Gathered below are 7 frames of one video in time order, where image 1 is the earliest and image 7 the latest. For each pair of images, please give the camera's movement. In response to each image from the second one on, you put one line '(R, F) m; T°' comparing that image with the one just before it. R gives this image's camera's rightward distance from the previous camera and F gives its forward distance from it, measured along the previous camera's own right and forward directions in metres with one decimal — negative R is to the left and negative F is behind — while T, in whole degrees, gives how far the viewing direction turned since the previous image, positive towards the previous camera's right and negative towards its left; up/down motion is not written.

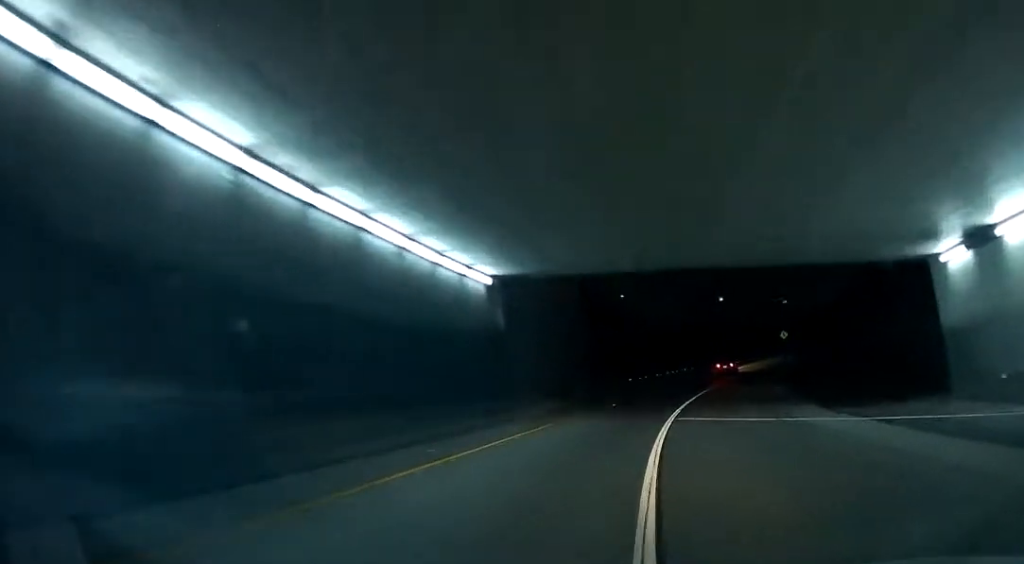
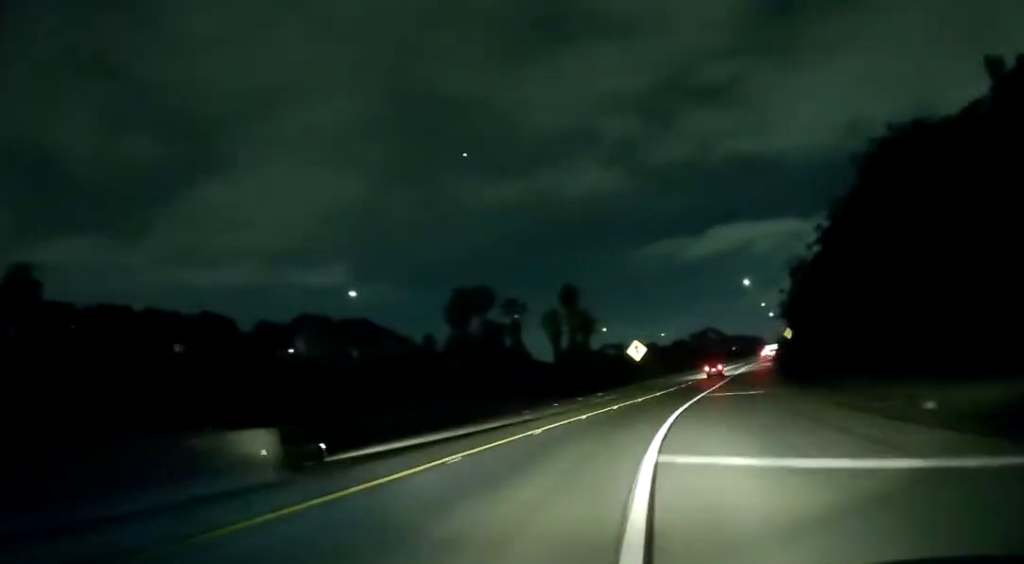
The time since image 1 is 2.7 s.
(+25.2, +67.1) m; +39°
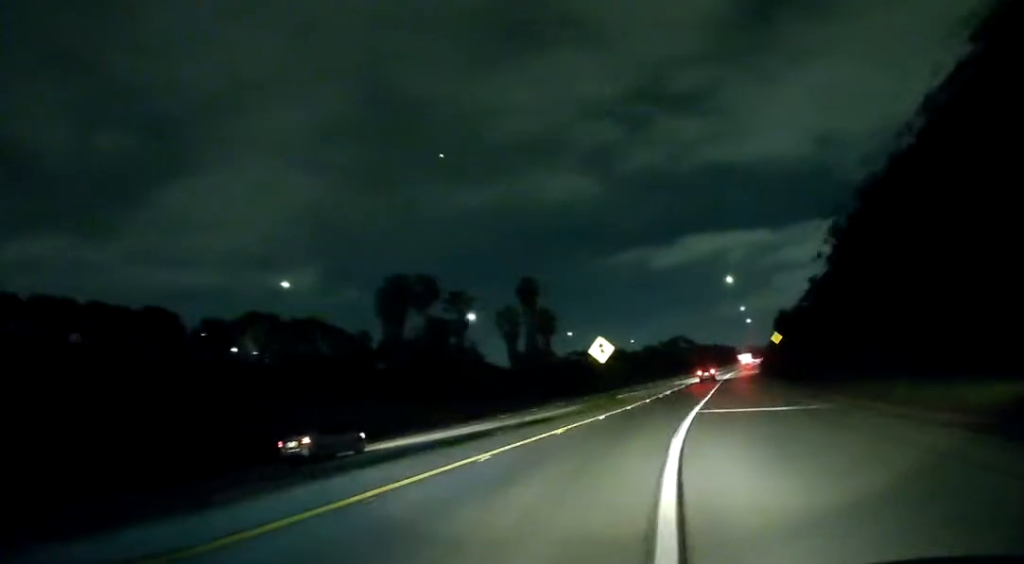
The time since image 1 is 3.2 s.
(+0.6, +15.7) m; +2°
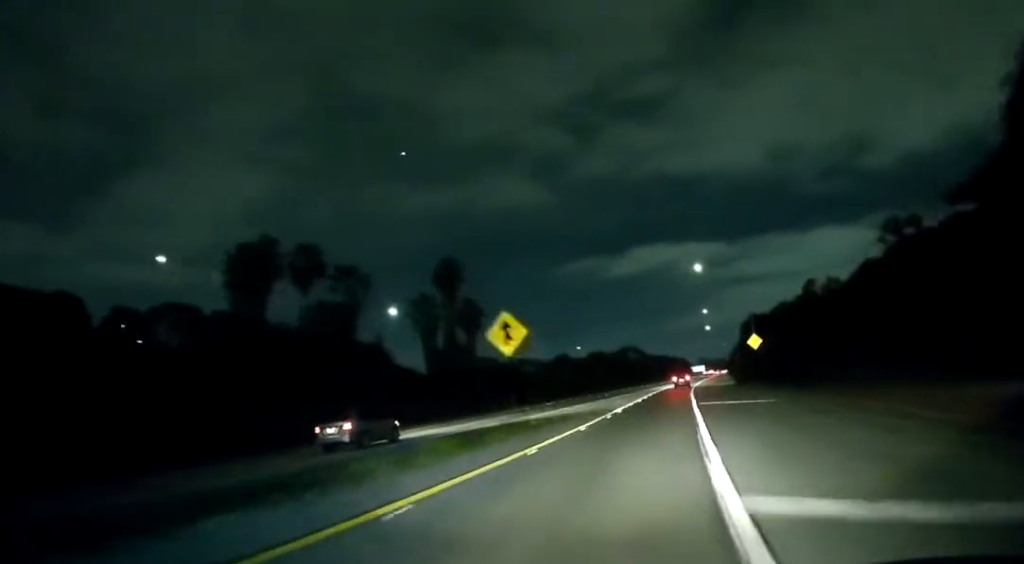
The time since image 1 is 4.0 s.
(+0.1, +21.7) m; 0°
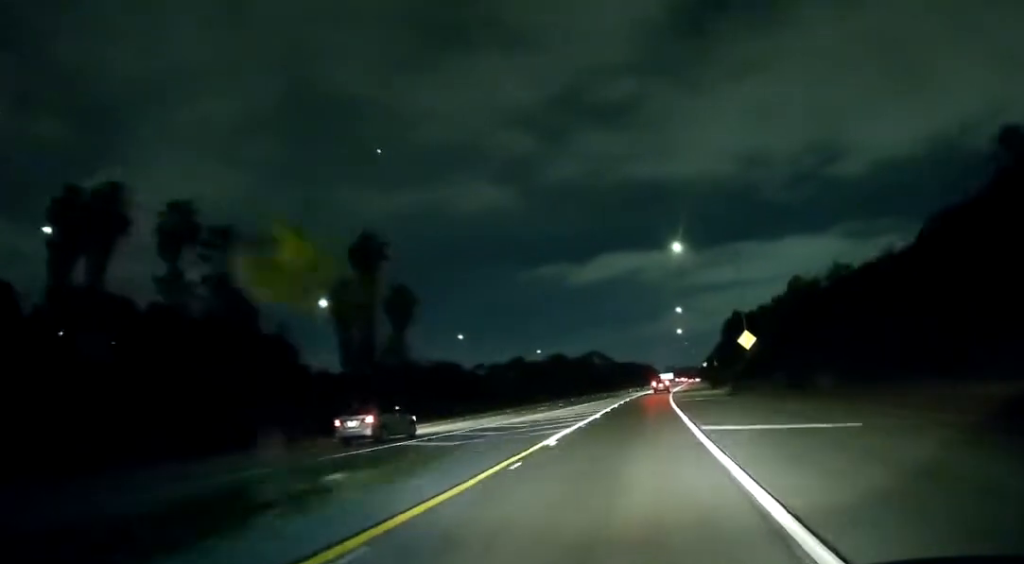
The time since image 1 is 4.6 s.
(0.0, +18.6) m; 0°
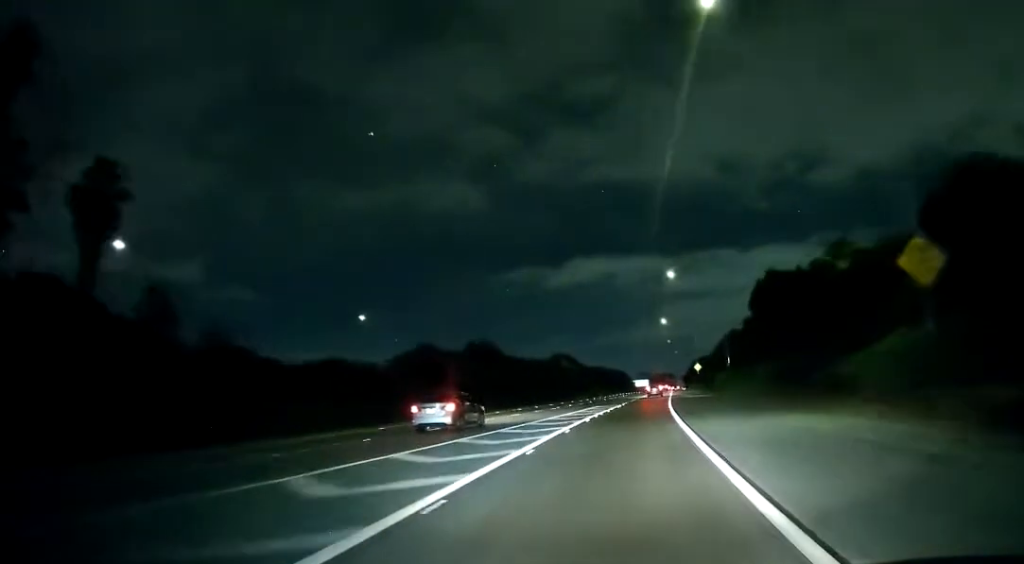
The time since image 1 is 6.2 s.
(0.0, +47.2) m; +1°
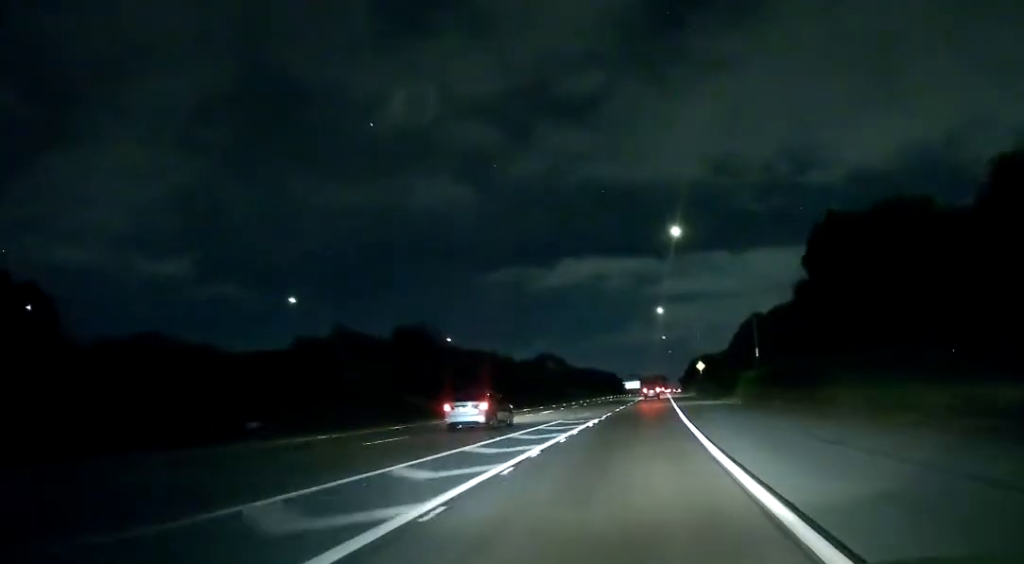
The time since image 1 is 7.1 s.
(+0.5, +23.7) m; 0°
